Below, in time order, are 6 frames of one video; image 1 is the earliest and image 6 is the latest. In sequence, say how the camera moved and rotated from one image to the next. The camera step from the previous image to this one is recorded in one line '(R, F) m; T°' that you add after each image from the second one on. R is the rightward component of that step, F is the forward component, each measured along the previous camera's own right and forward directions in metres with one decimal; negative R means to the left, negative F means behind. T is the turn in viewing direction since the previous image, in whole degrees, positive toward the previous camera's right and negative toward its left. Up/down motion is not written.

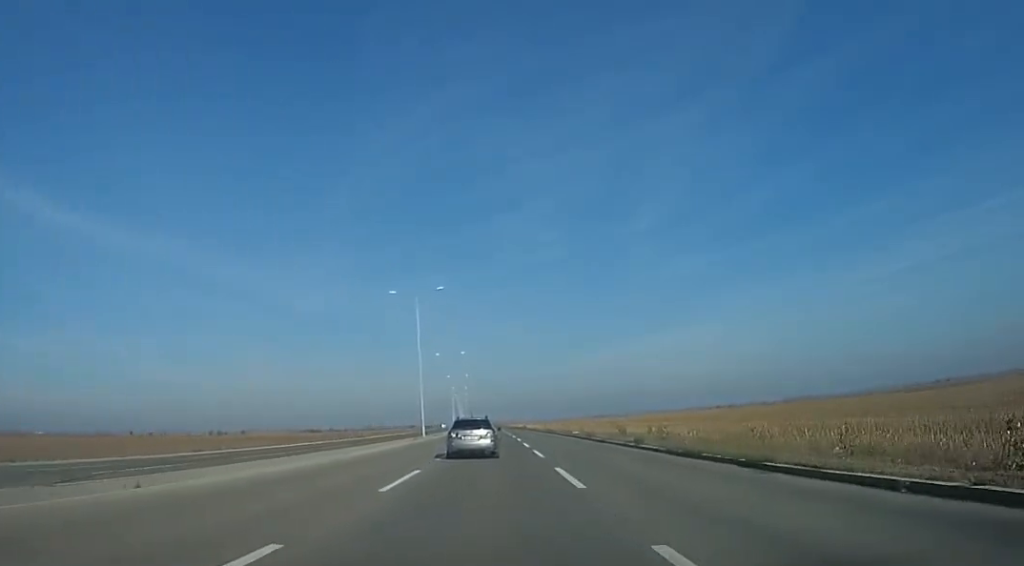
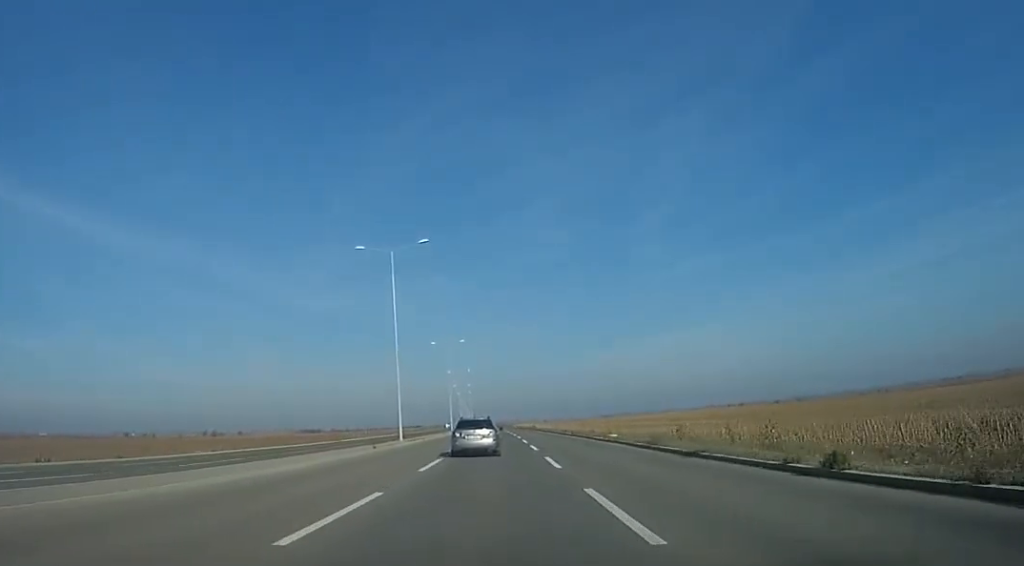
(-0.7, +15.2) m; -2°
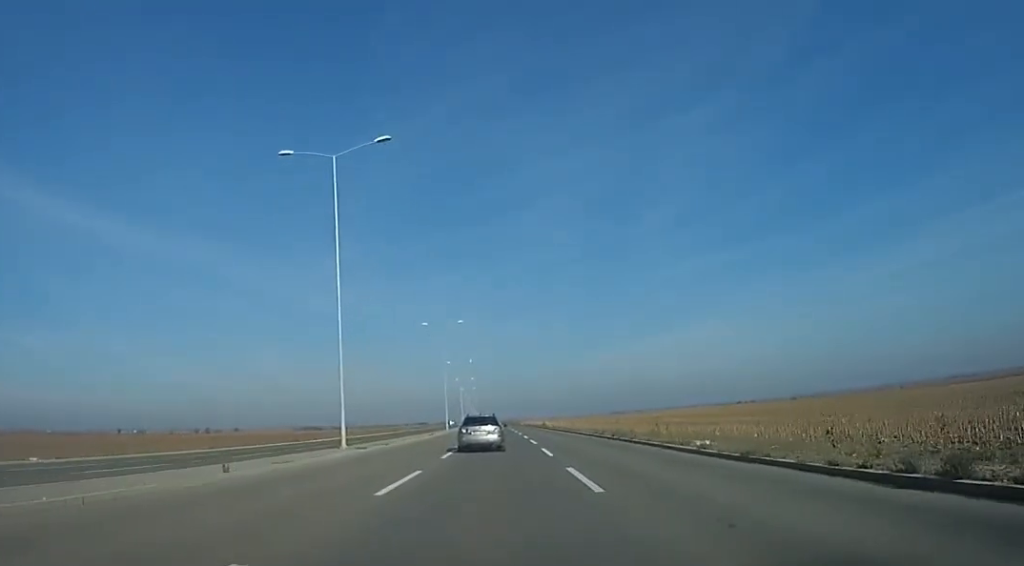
(0.0, +16.1) m; 0°
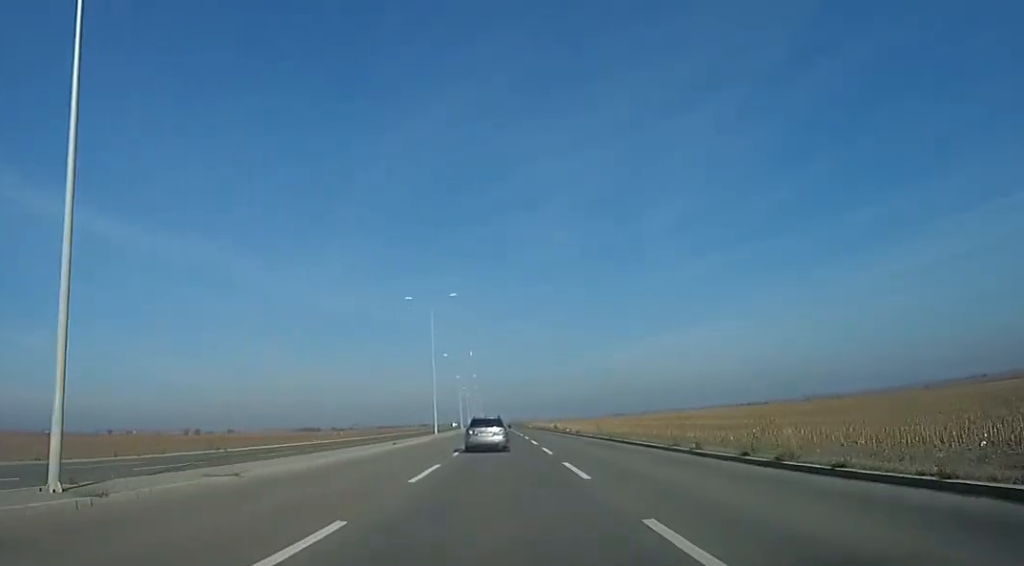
(0.0, +17.5) m; -1°
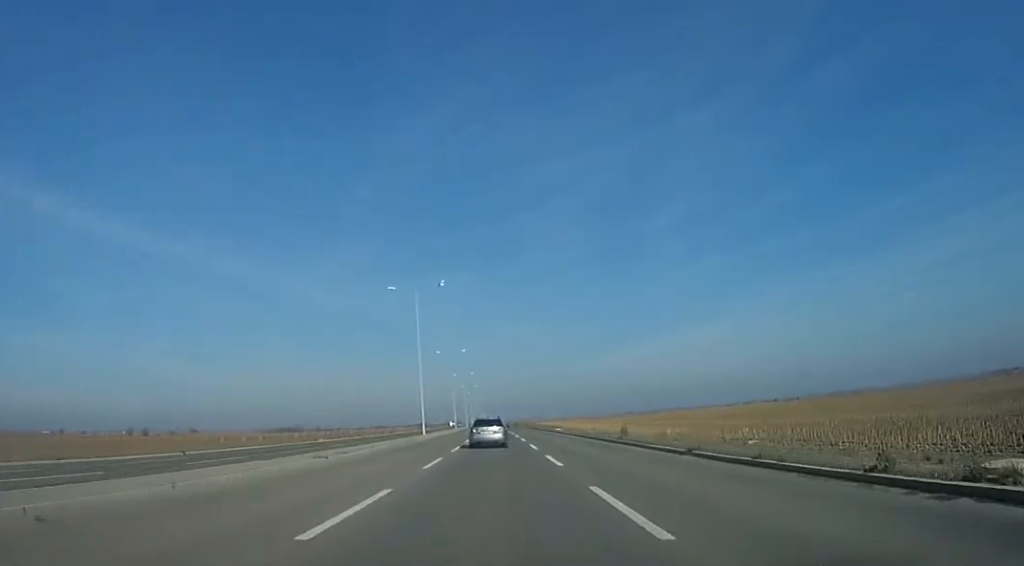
(-1.6, +56.3) m; 0°
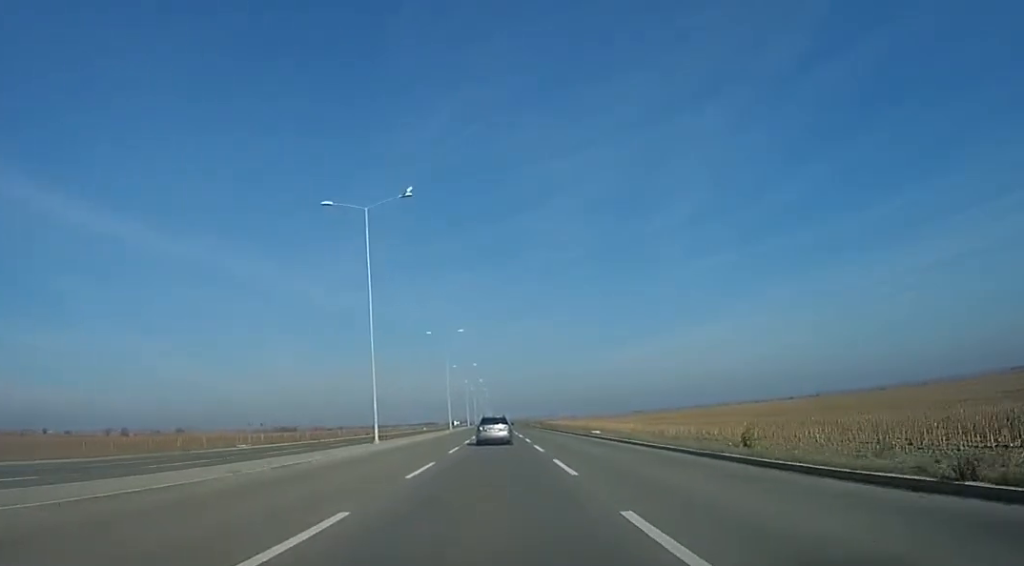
(+0.2, +23.2) m; -1°
